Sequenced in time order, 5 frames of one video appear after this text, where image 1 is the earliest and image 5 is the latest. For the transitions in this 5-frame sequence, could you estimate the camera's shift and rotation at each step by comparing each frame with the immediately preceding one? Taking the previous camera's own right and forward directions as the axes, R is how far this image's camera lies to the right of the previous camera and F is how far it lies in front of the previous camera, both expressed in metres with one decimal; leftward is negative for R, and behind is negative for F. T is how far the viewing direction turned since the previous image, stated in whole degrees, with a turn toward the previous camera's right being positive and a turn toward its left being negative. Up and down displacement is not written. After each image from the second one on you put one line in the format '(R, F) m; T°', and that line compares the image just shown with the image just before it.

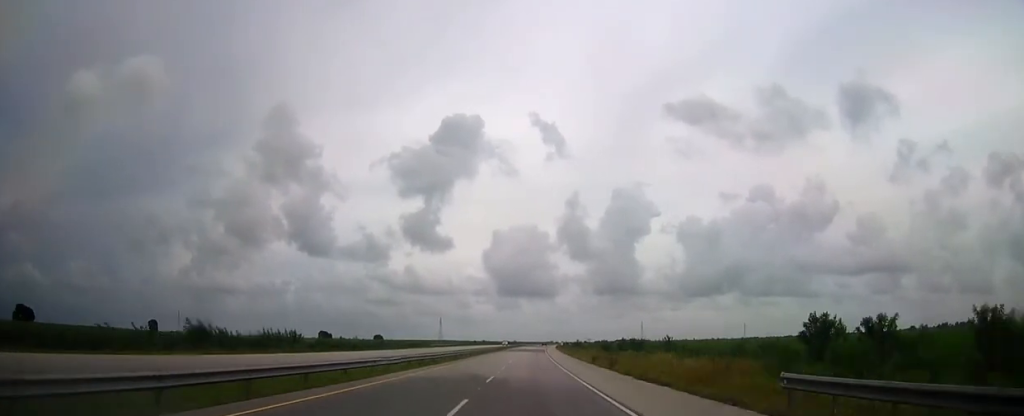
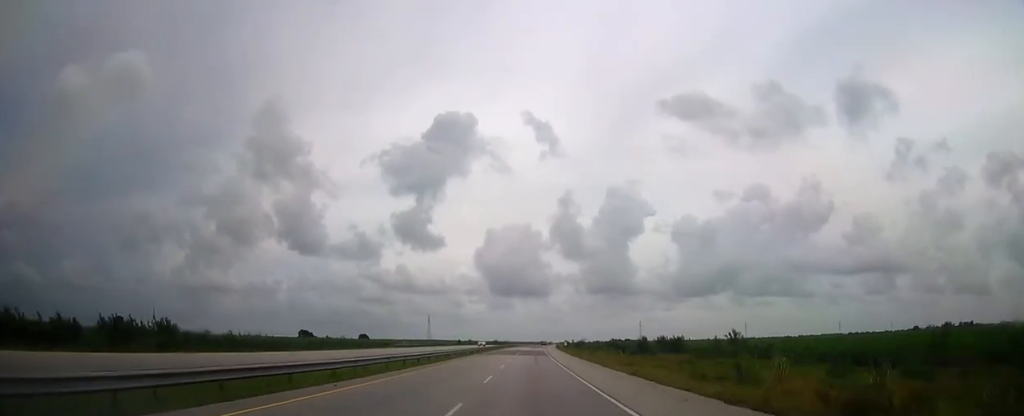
(0.0, +36.3) m; +1°
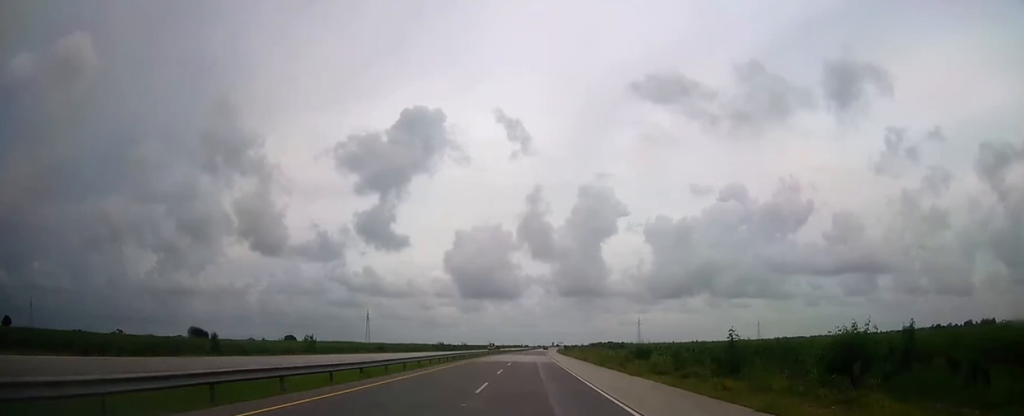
(+4.1, +158.3) m; +3°
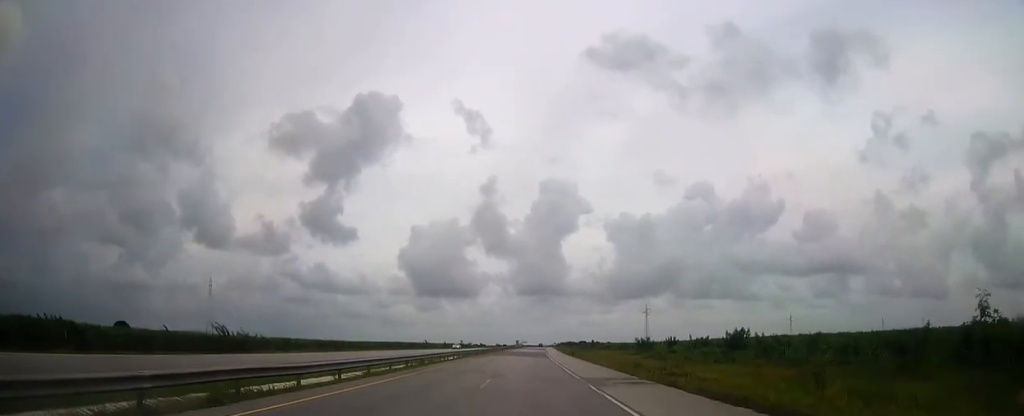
(+6.8, +216.2) m; +4°
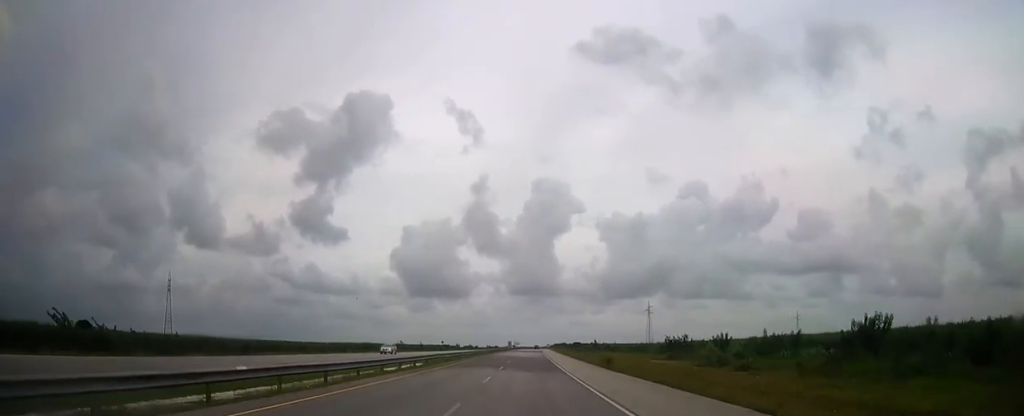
(+0.1, +33.7) m; +1°
